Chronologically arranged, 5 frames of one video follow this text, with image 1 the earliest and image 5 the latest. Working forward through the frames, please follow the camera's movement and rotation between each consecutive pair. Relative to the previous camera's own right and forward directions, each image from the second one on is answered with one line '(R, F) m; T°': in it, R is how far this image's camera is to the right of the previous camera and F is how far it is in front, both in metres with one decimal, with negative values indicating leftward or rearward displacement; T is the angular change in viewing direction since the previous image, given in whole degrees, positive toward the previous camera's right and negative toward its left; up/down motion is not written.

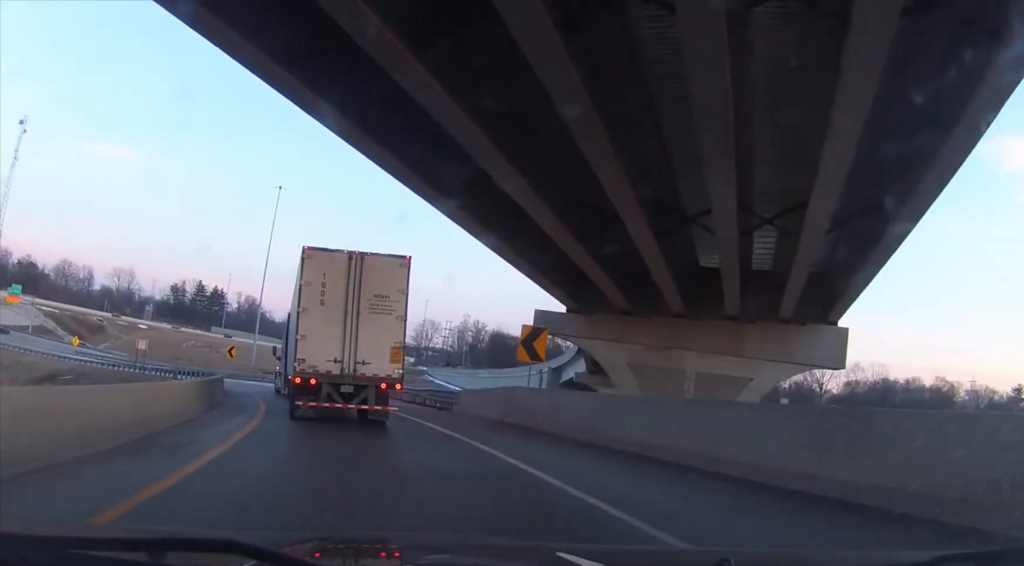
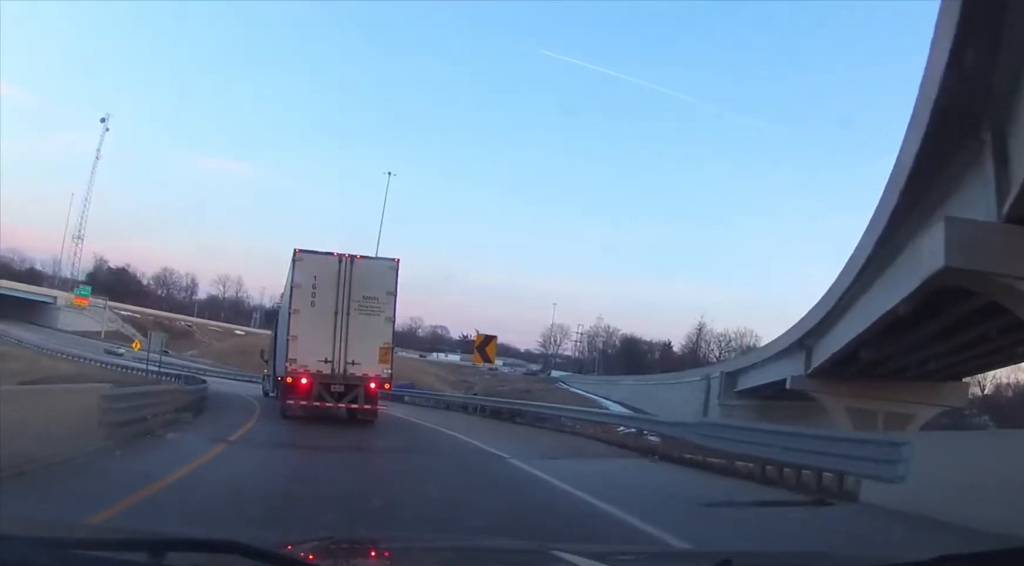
(-2.2, +20.7) m; -17°
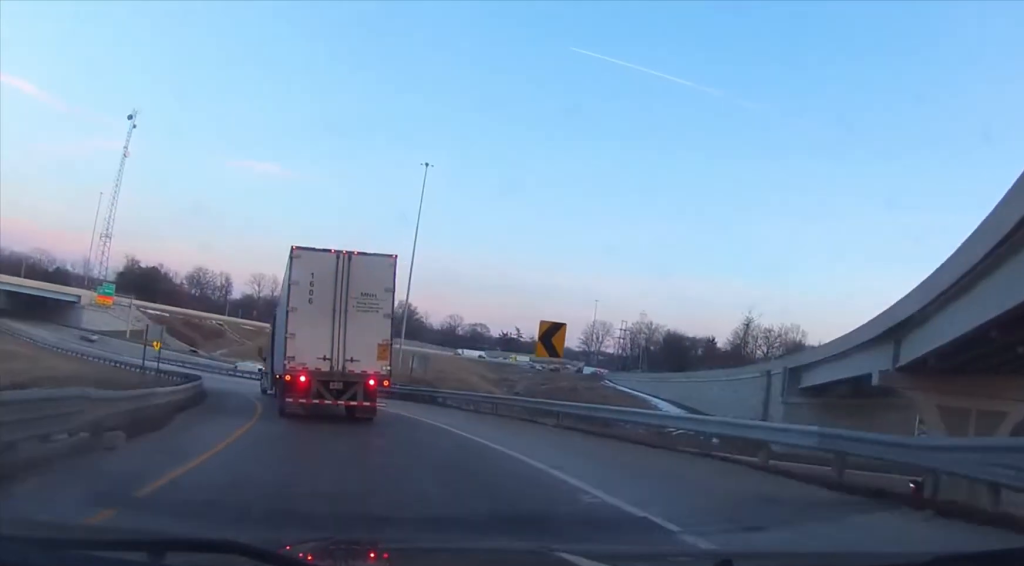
(-1.0, +6.3) m; -7°
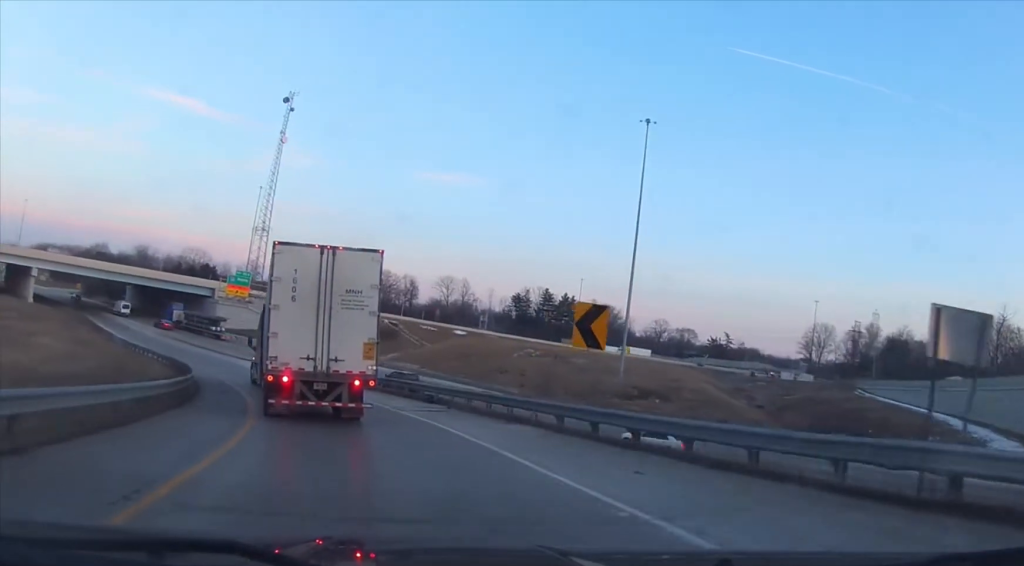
(-3.0, +30.3) m; -7°
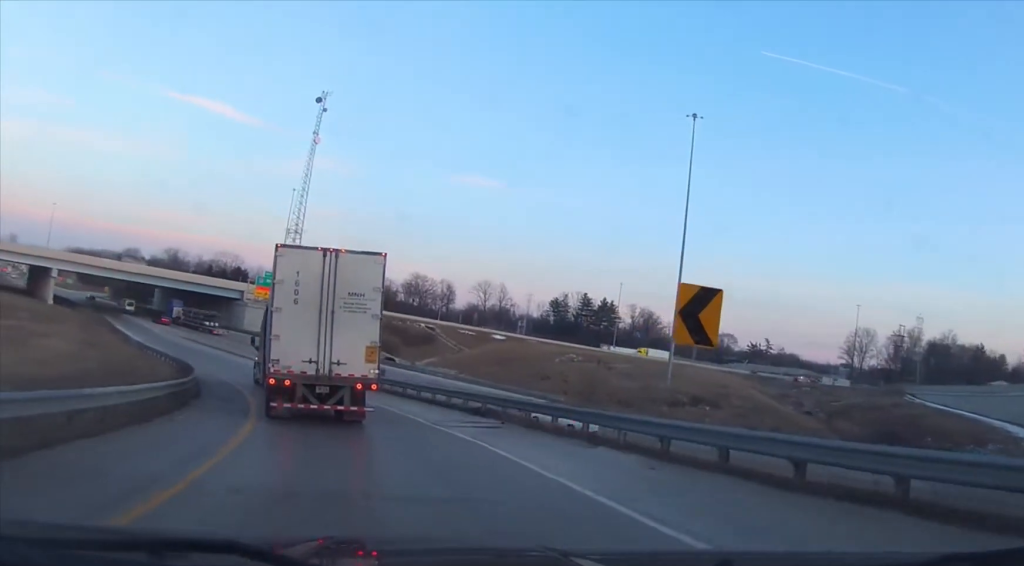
(+0.1, +5.1) m; -2°
